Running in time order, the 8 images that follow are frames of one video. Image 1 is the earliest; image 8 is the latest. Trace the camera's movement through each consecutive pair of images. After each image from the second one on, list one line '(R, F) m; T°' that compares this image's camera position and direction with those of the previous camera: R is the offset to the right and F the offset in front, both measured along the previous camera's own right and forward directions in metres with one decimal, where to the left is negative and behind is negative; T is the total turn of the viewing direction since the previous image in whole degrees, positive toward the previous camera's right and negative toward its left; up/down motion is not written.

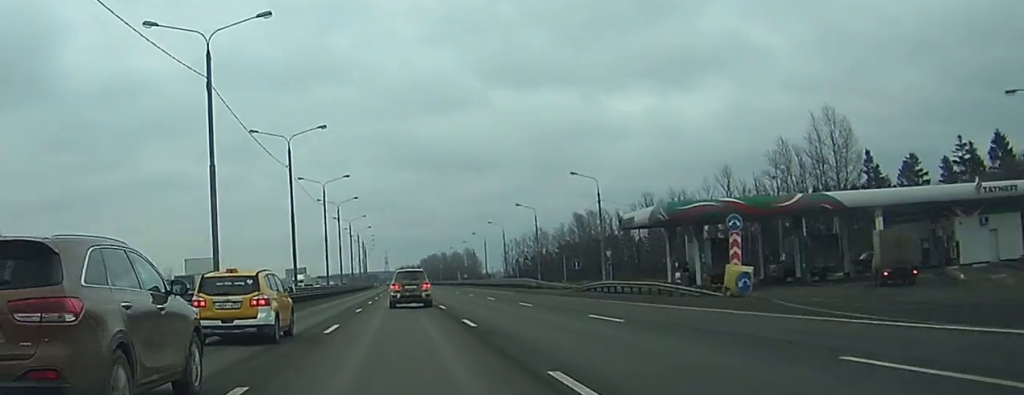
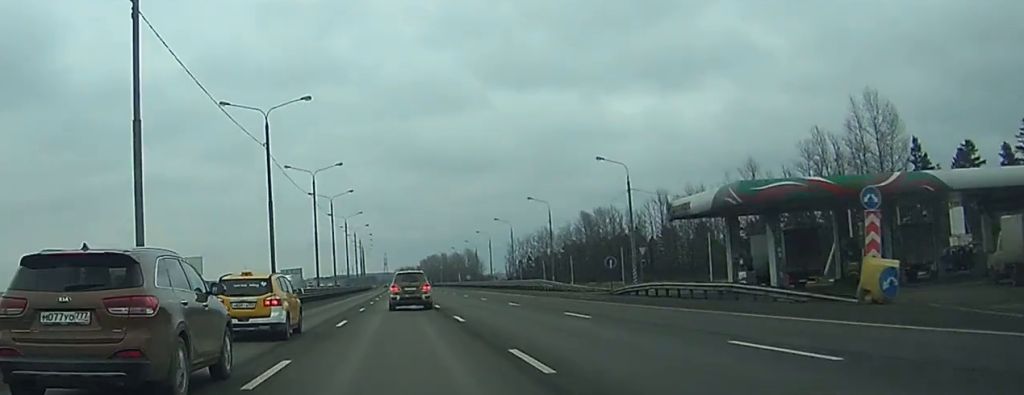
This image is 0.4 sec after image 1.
(0.0, +11.8) m; 0°
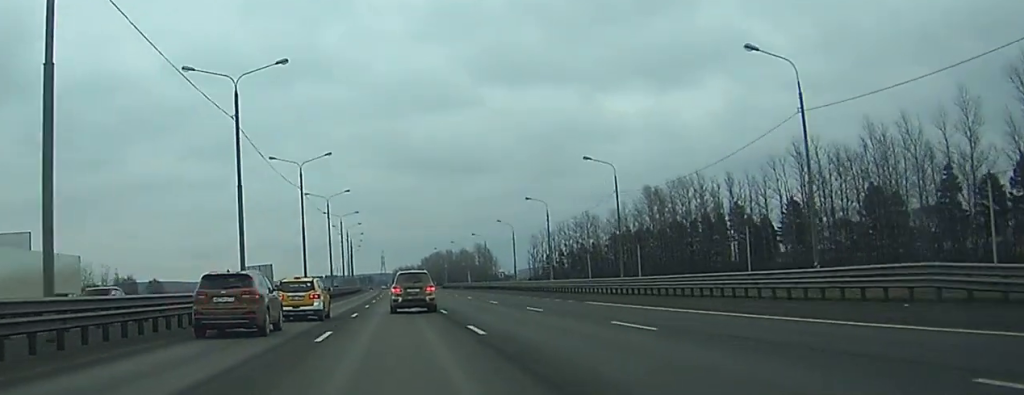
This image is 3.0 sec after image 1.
(-0.3, +70.9) m; 0°
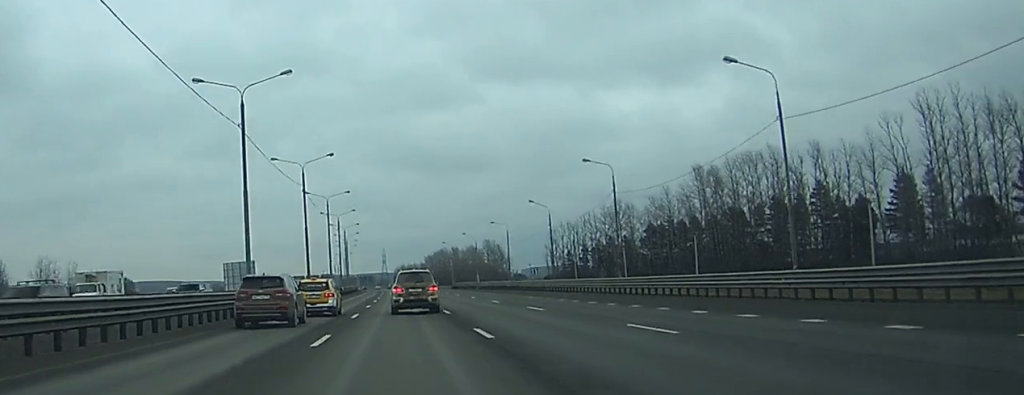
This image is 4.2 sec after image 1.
(0.0, +33.2) m; 0°
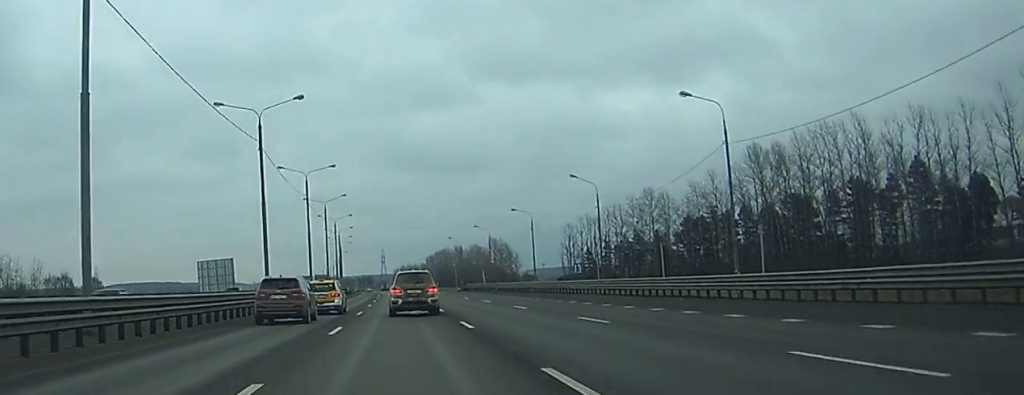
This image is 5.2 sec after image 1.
(+0.1, +27.1) m; 0°
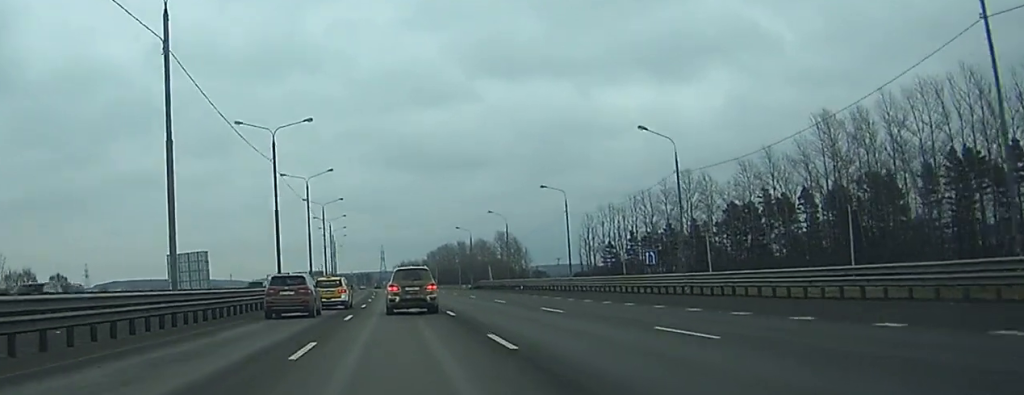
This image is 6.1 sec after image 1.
(0.0, +24.5) m; 0°
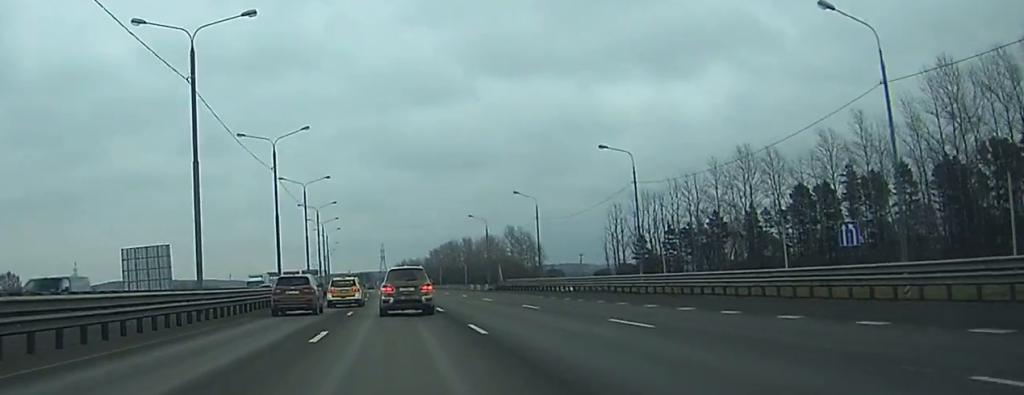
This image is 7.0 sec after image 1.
(0.0, +27.6) m; 0°
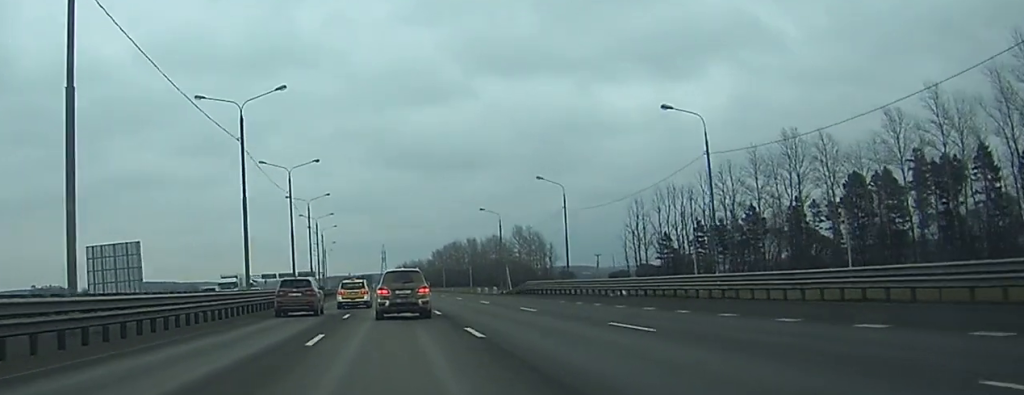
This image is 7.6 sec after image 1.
(0.0, +16.2) m; 0°
